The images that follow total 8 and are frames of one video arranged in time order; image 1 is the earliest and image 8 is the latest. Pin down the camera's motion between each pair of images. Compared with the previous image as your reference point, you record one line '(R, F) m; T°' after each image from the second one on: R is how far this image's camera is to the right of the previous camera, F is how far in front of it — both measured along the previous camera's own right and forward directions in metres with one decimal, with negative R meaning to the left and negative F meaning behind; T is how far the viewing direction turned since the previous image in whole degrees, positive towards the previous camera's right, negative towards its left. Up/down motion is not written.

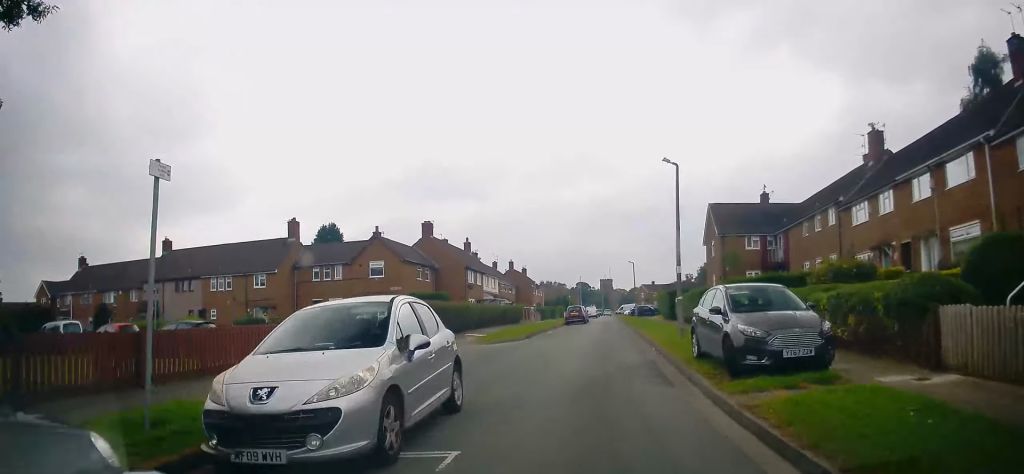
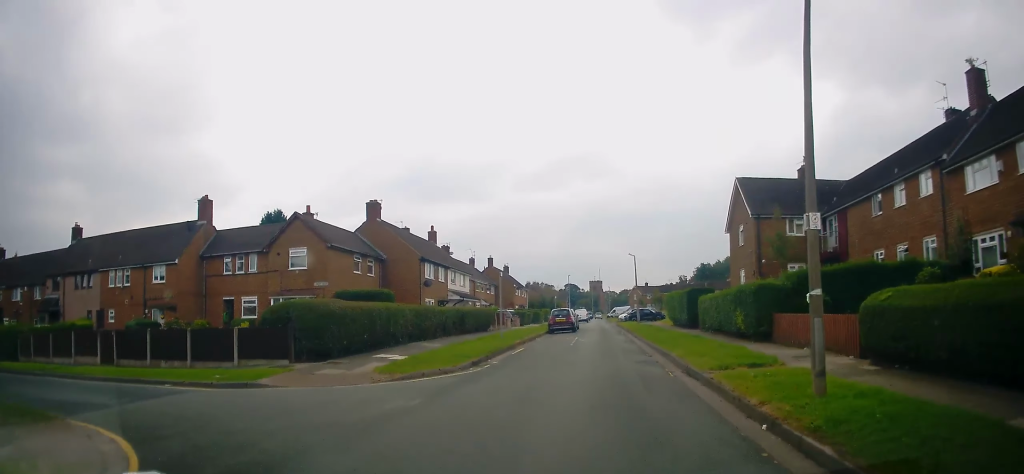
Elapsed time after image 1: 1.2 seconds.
(+0.5, +11.1) m; +3°
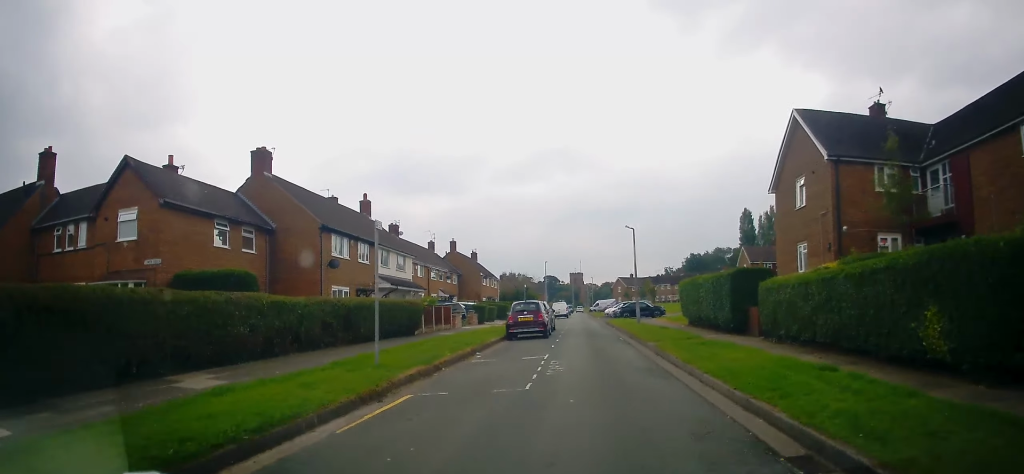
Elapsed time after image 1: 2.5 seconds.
(0.0, +12.7) m; 0°
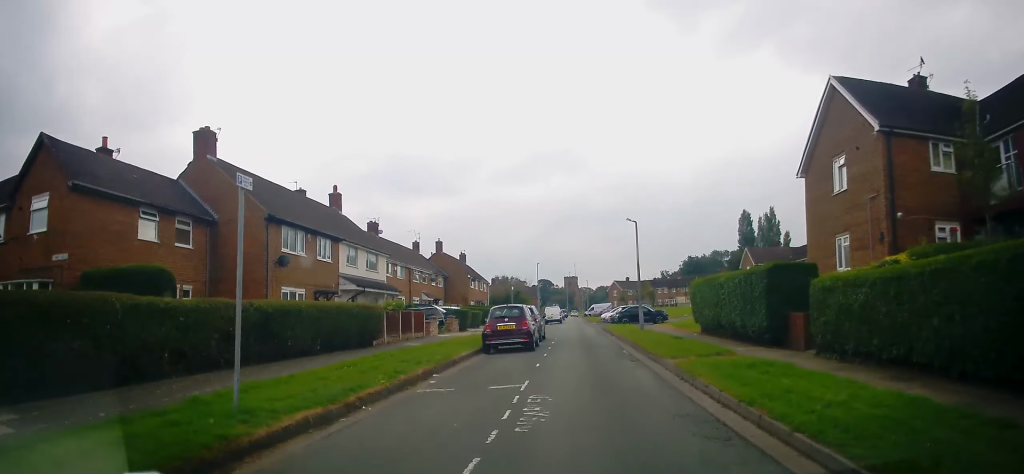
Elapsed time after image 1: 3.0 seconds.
(0.0, +4.4) m; 0°
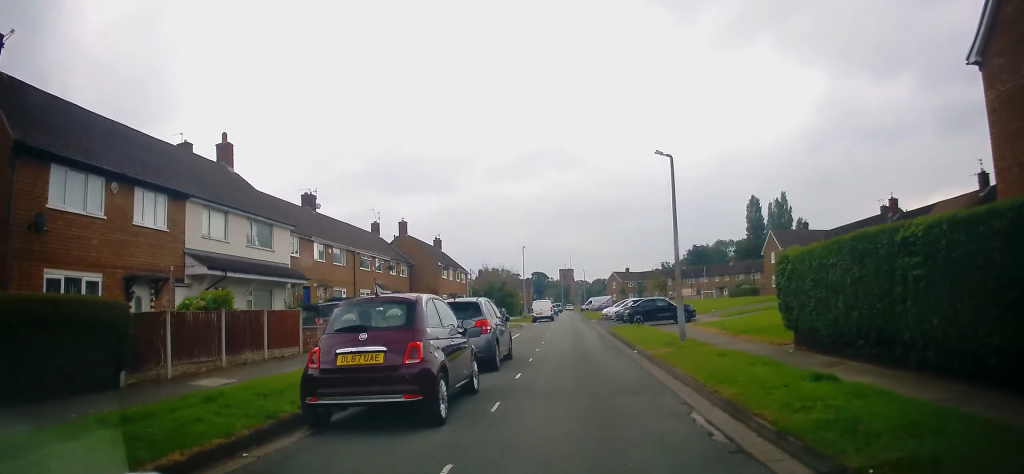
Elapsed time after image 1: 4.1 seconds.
(+0.2, +12.3) m; 0°
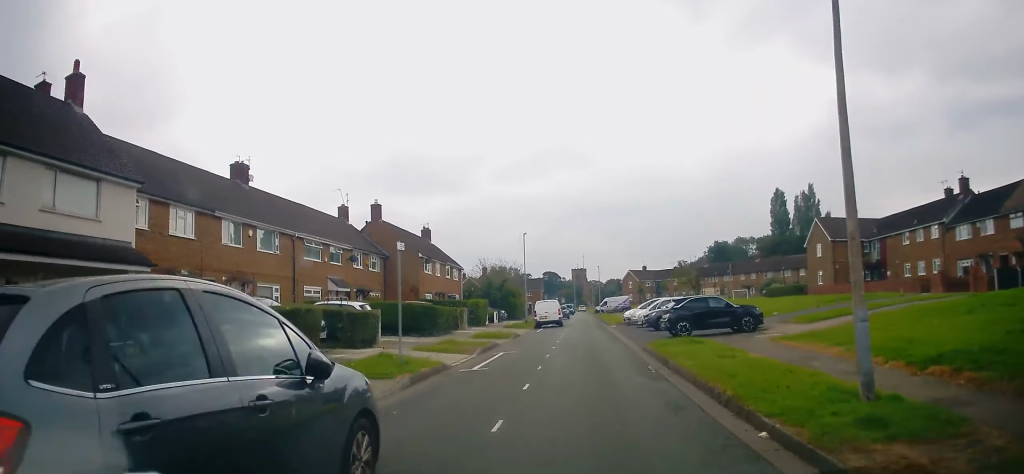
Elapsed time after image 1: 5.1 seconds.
(-0.1, +10.5) m; -1°
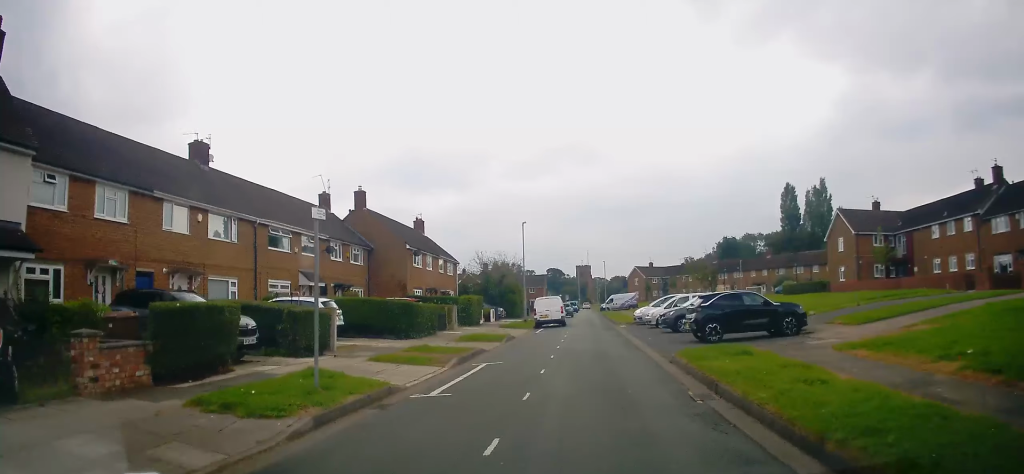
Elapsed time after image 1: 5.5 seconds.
(0.0, +4.3) m; 0°
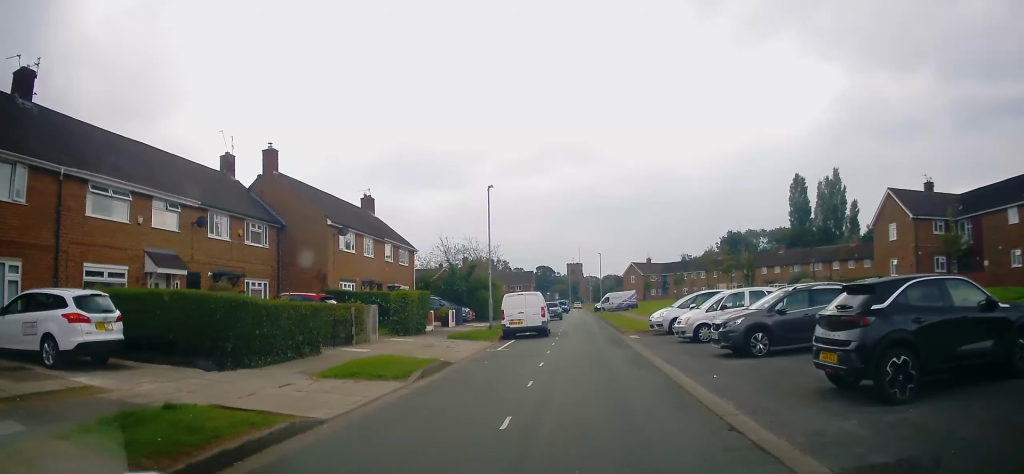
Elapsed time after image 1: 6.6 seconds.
(-0.2, +11.4) m; +1°
